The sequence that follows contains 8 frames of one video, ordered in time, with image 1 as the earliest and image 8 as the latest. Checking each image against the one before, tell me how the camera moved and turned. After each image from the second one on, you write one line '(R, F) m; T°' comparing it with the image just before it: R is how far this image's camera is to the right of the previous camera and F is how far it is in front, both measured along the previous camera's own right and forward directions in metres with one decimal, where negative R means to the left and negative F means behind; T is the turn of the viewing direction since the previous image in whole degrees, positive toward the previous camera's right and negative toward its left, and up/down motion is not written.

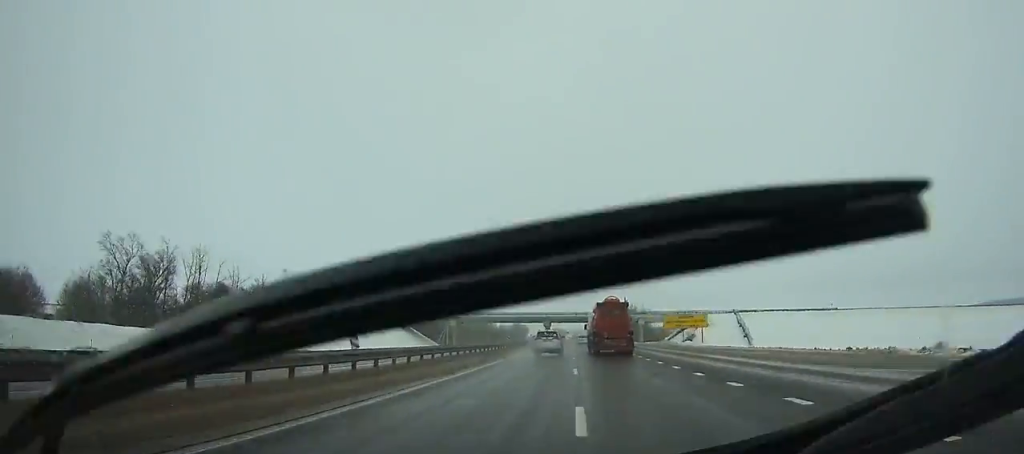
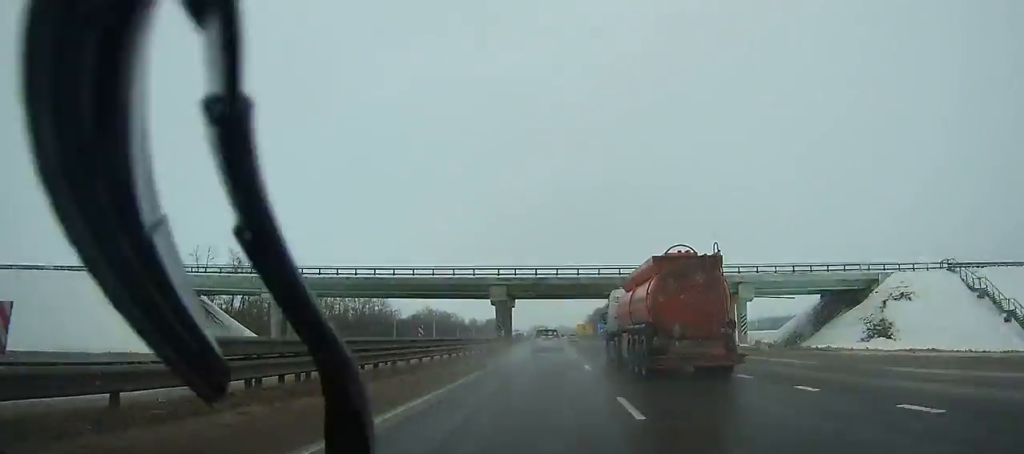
(+0.6, +95.6) m; +1°
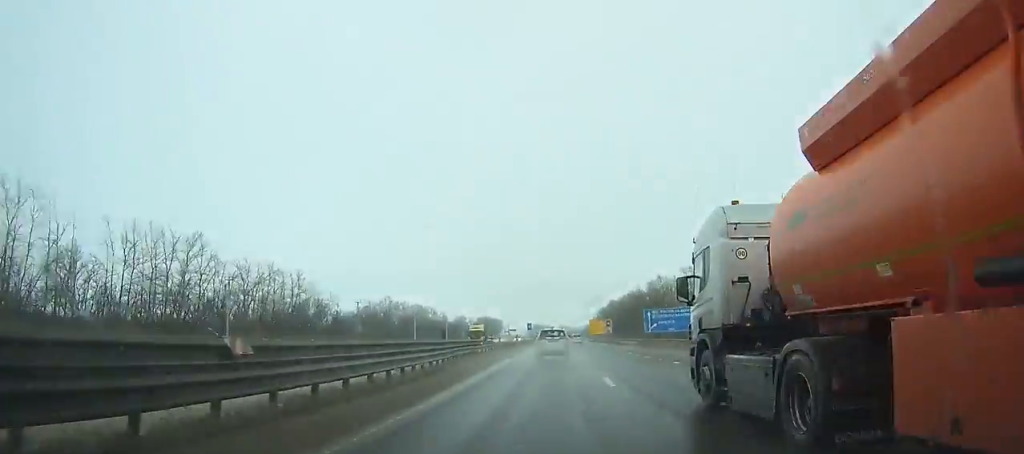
(+0.3, +77.5) m; 0°
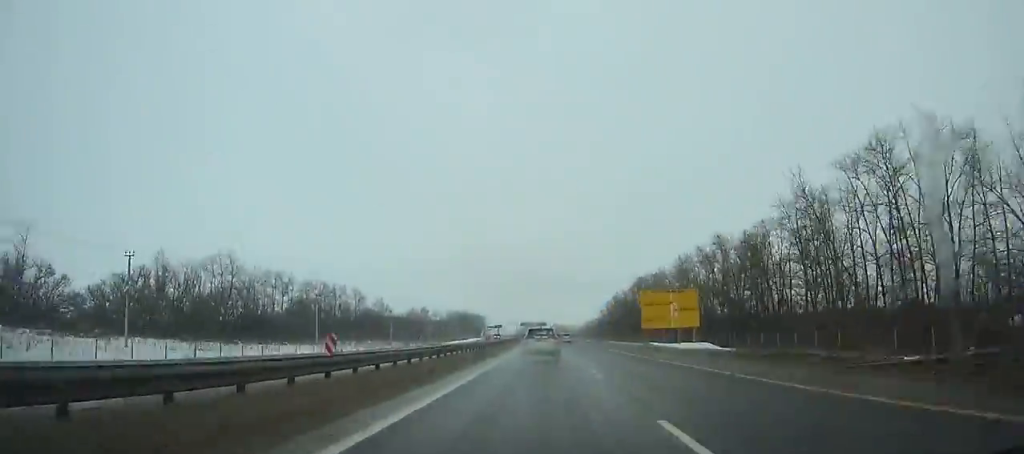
(+0.5, +117.1) m; 0°
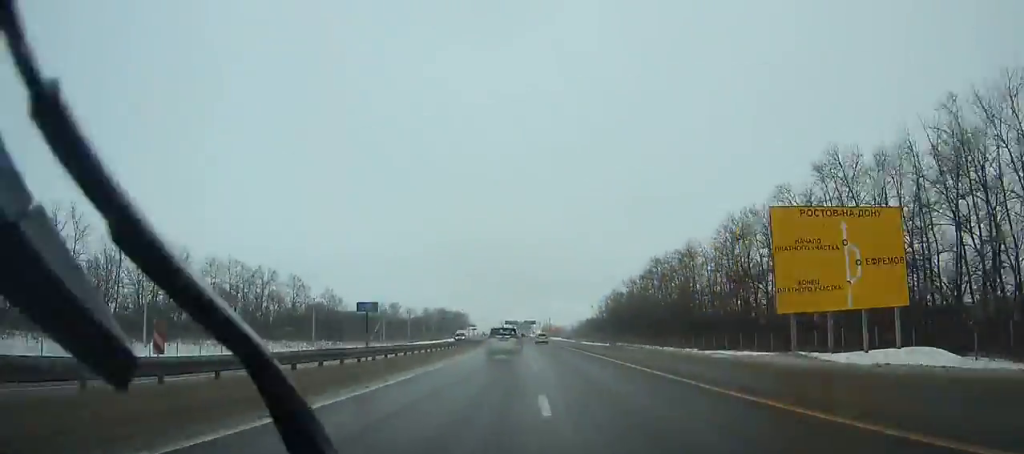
(0.0, +42.9) m; 0°
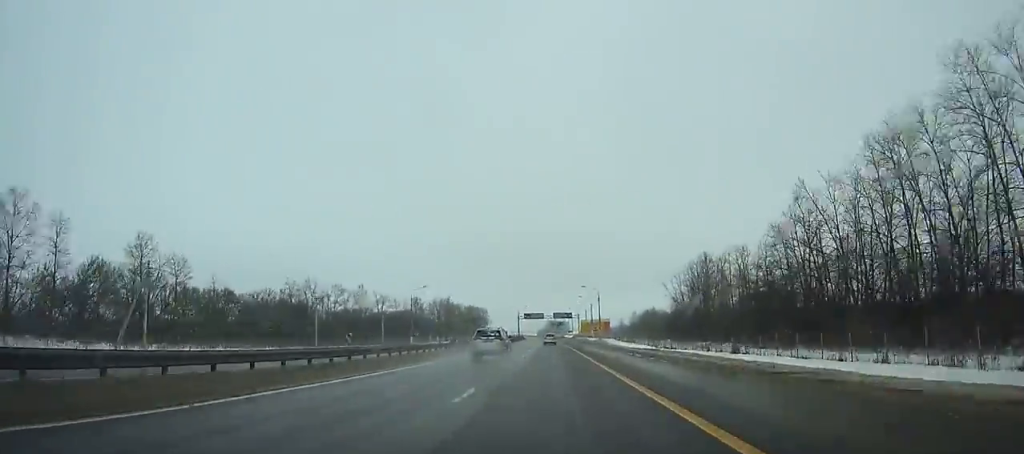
(-1.8, +105.7) m; -2°
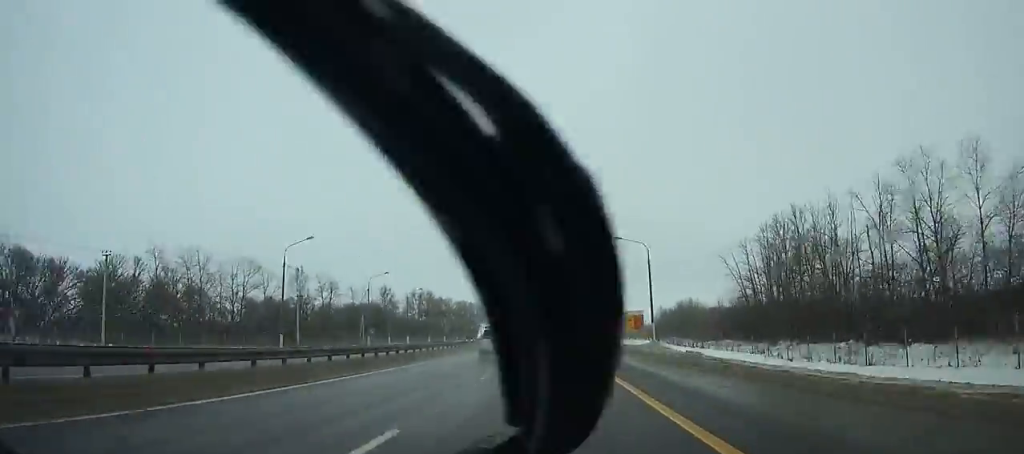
(-0.5, +53.8) m; -1°
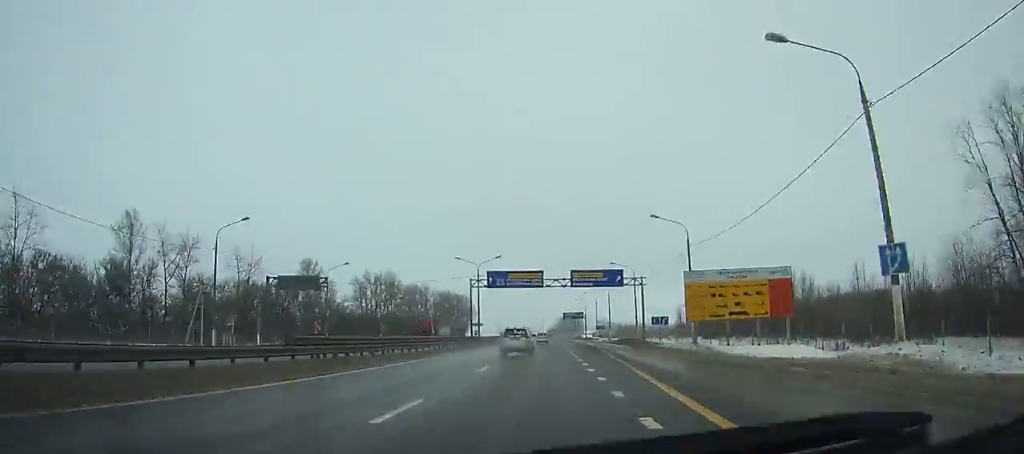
(-0.6, +67.4) m; -1°
